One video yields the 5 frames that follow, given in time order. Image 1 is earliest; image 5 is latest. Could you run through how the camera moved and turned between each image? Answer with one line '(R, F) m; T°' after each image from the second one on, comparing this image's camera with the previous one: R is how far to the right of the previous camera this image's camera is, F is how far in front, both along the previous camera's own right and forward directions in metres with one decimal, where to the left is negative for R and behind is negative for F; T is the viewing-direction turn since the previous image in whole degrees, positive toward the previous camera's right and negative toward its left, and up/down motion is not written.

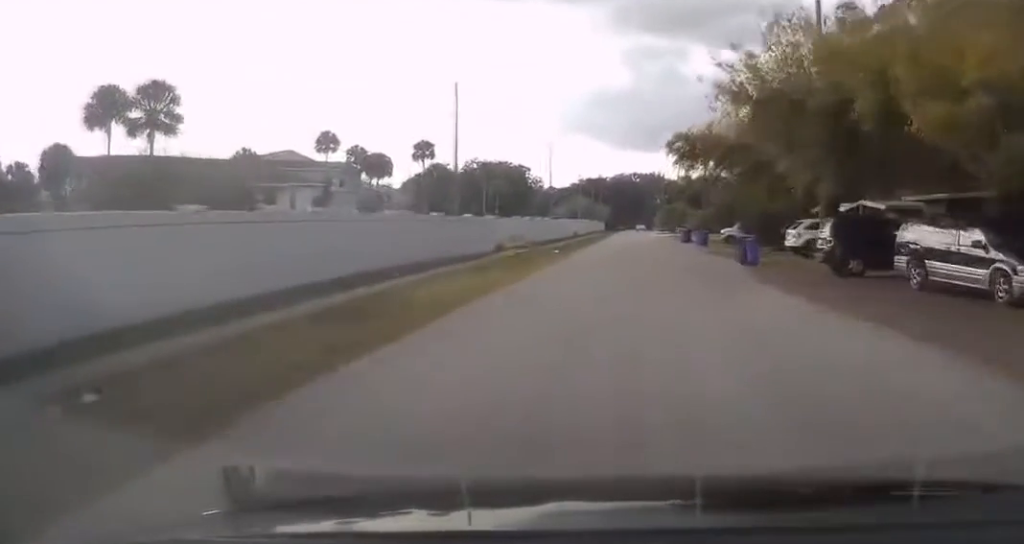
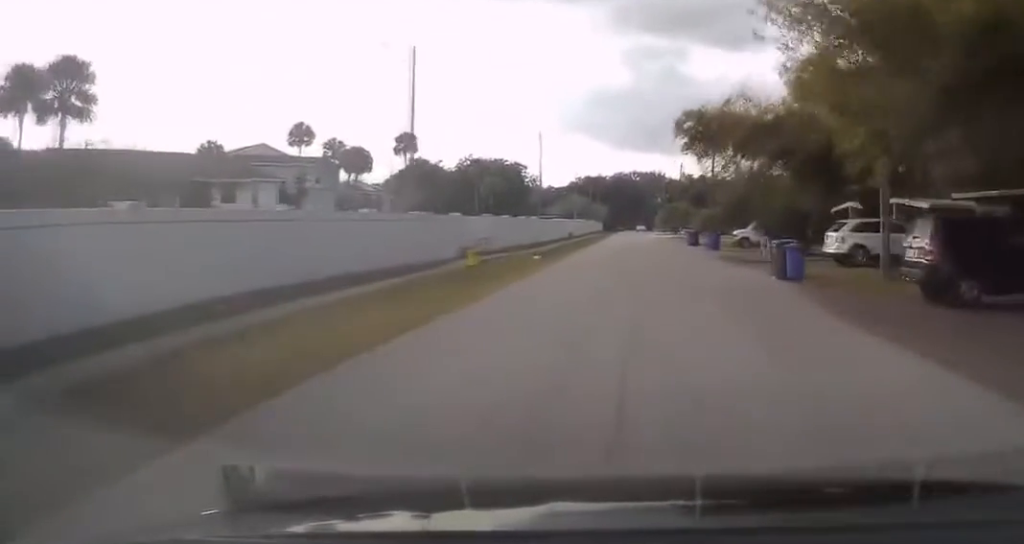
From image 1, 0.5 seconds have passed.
(+0.1, +7.2) m; 0°
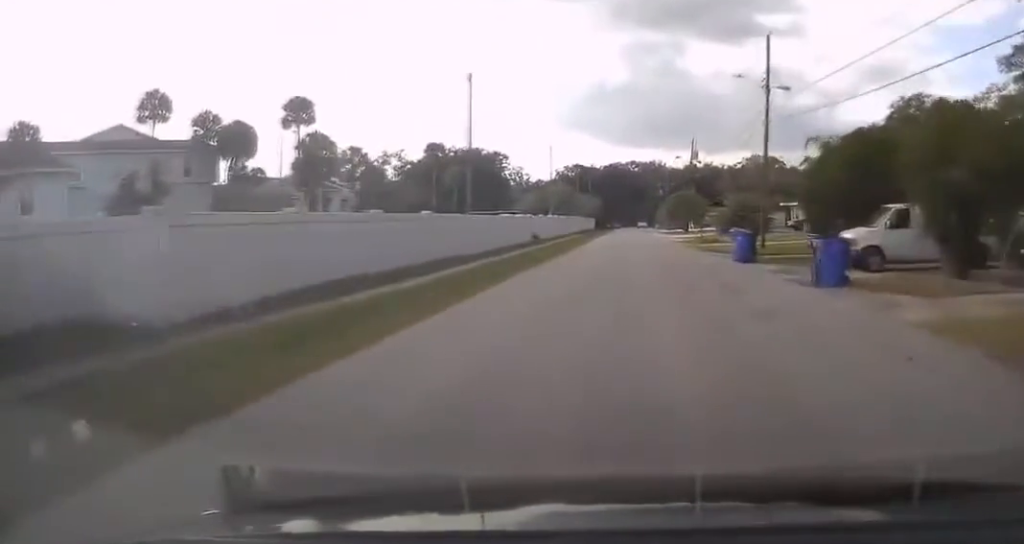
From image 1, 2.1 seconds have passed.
(+0.1, +26.6) m; 0°
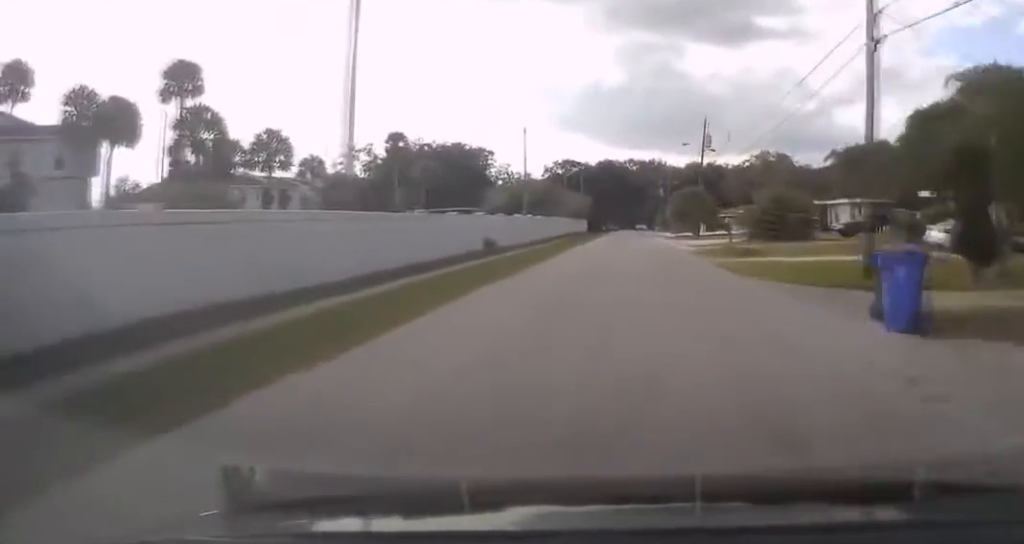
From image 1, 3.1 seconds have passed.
(-0.1, +16.6) m; -1°
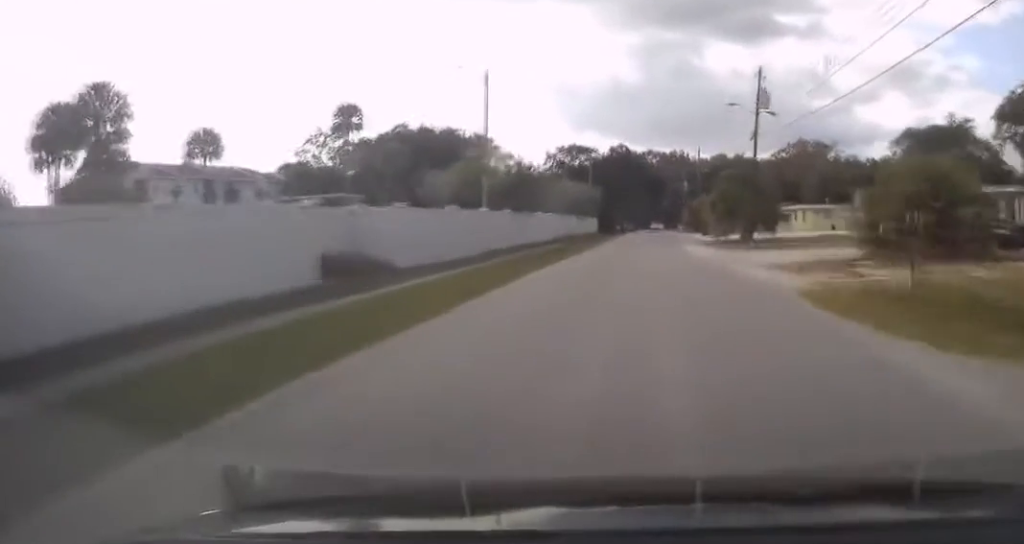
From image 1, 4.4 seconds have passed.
(0.0, +21.3) m; 0°
